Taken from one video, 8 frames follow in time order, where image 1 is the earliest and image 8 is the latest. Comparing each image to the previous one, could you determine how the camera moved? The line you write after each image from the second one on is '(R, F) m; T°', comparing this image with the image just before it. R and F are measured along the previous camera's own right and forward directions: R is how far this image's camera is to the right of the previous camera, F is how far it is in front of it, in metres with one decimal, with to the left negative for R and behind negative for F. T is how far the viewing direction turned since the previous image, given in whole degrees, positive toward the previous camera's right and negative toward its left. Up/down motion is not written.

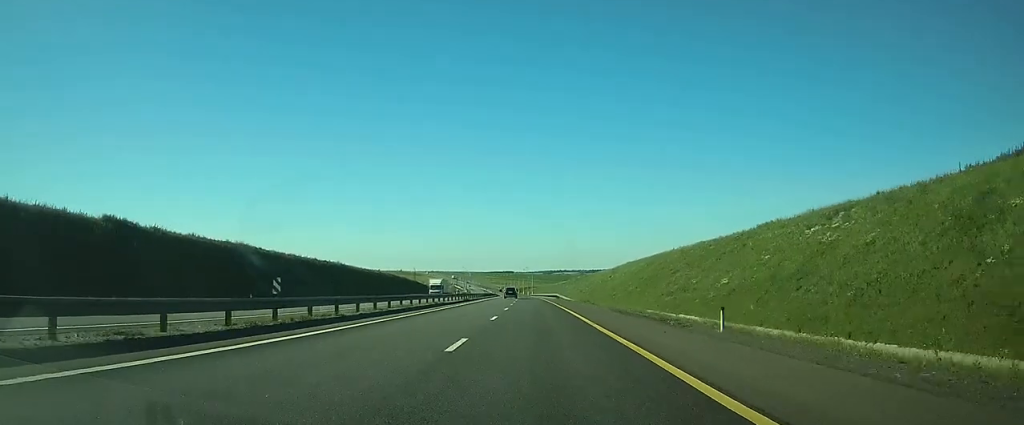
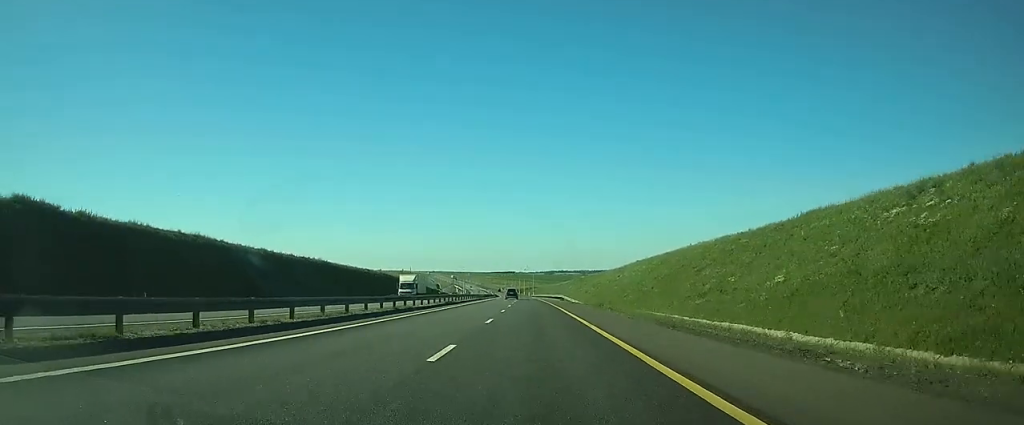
(0.0, +13.5) m; 0°
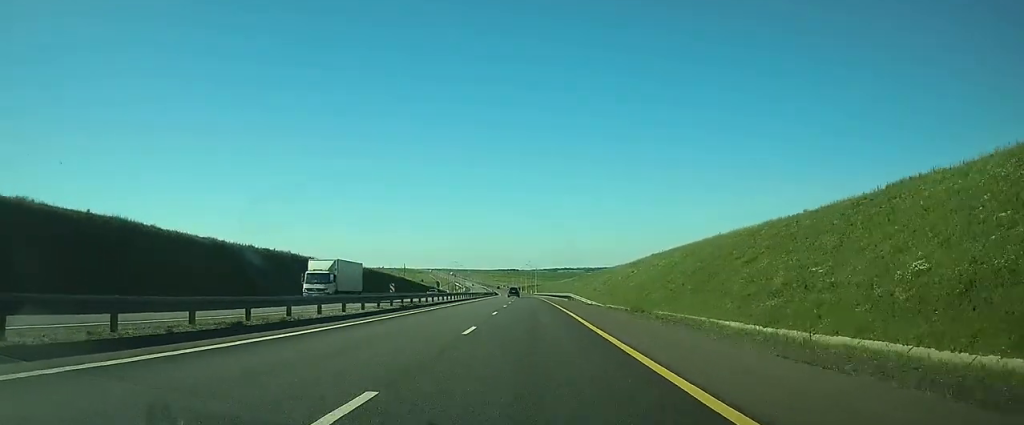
(0.0, +18.2) m; 0°
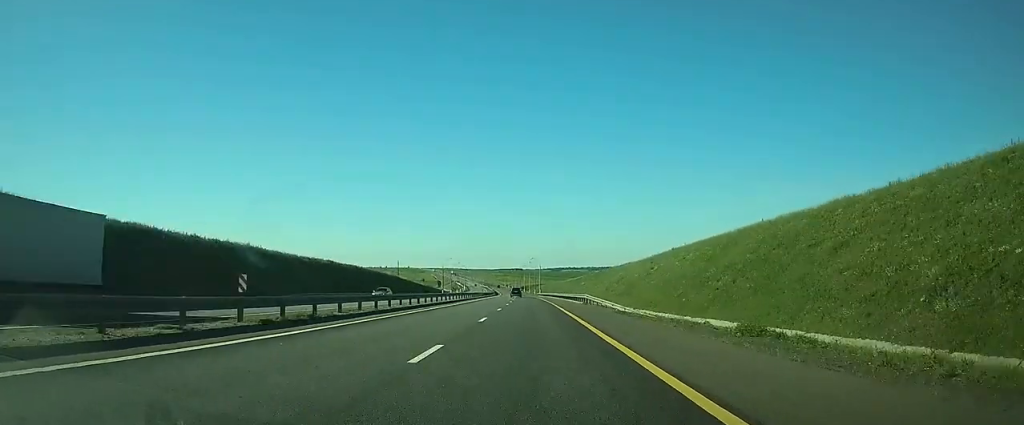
(0.0, +18.2) m; 0°
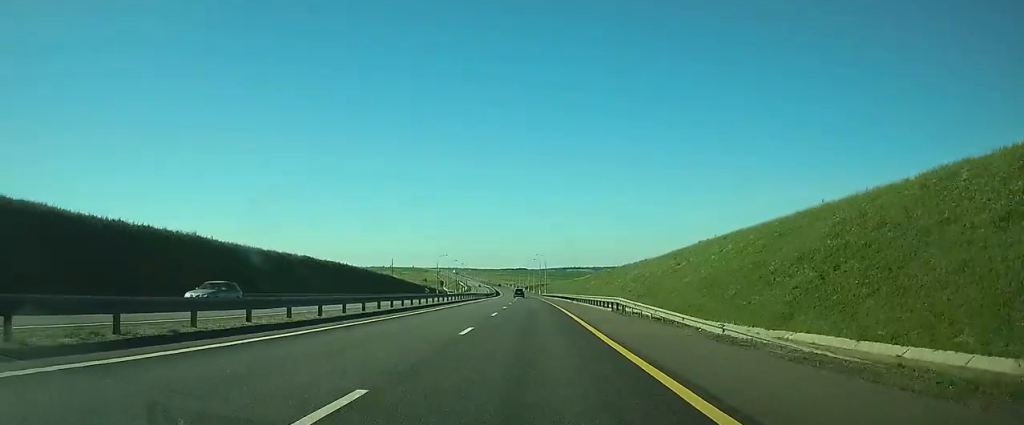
(-0.1, +17.5) m; -1°
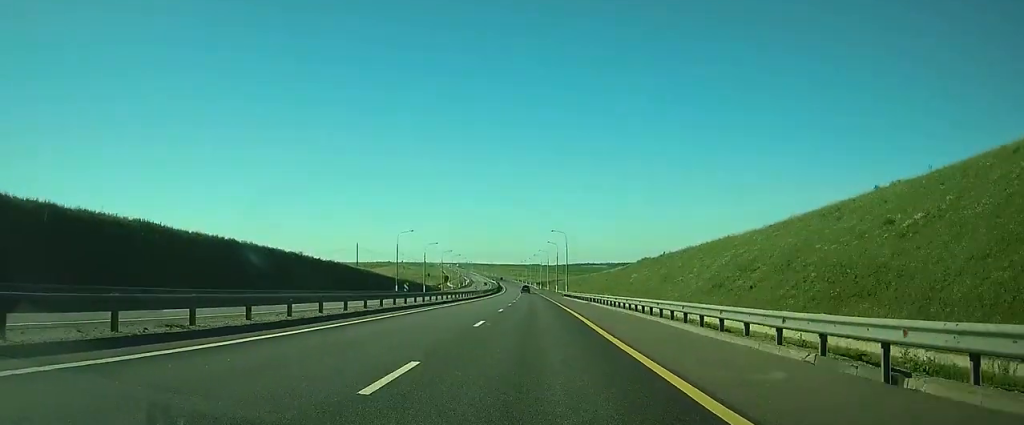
(-0.6, +57.2) m; -1°
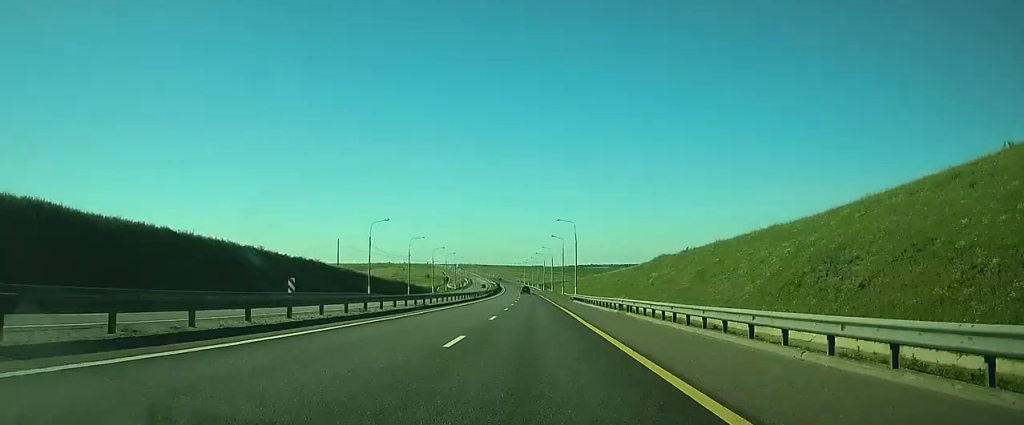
(0.0, +18.1) m; 0°
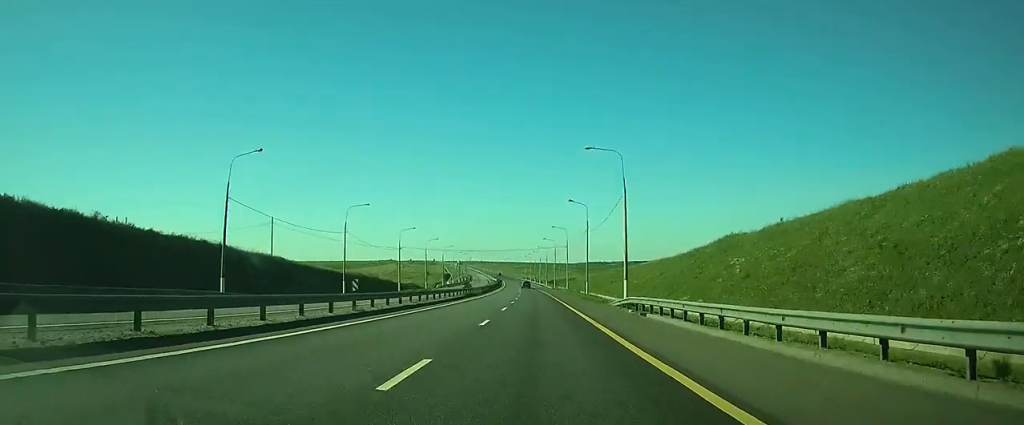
(-0.3, +41.3) m; -1°
